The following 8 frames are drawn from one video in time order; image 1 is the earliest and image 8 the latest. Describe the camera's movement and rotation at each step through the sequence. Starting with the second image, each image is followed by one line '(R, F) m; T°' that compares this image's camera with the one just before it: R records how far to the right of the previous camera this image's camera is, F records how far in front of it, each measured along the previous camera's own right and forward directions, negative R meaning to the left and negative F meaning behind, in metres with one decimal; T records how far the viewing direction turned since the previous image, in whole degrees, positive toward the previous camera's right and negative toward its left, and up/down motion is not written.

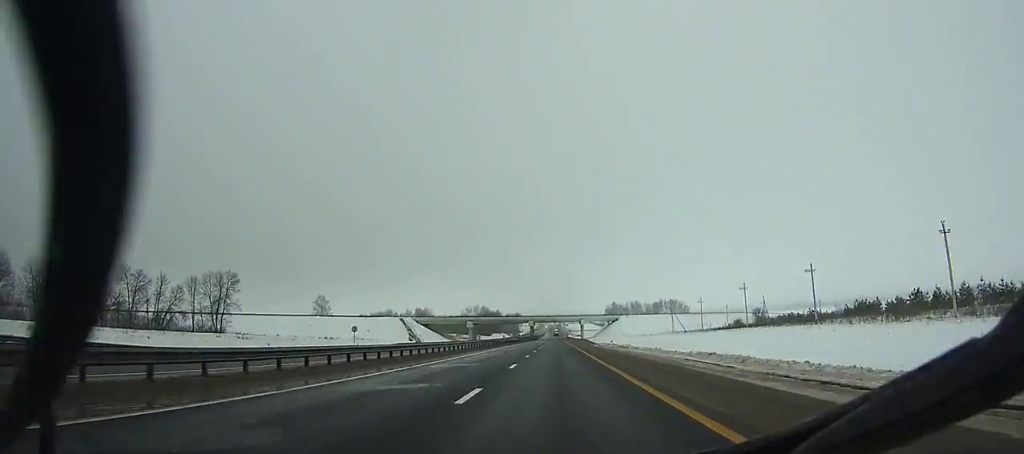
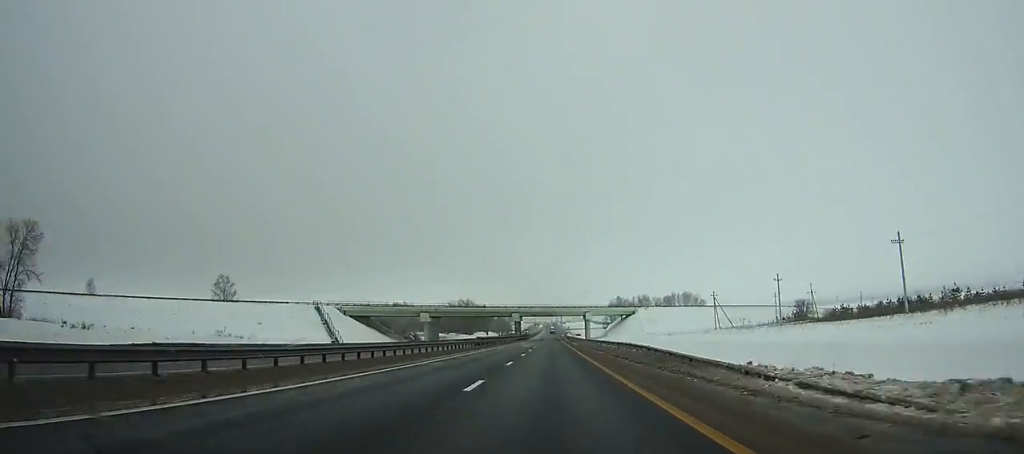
(+0.2, +57.3) m; 0°
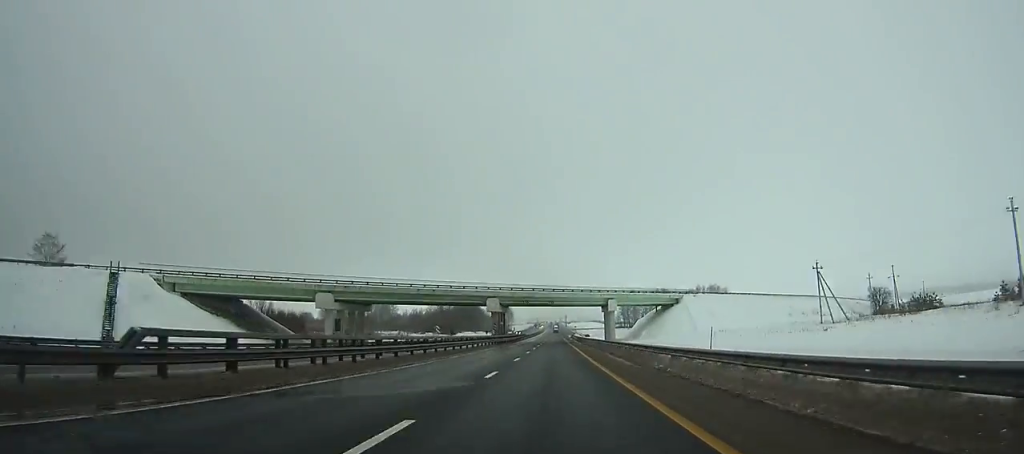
(0.0, +55.6) m; 0°
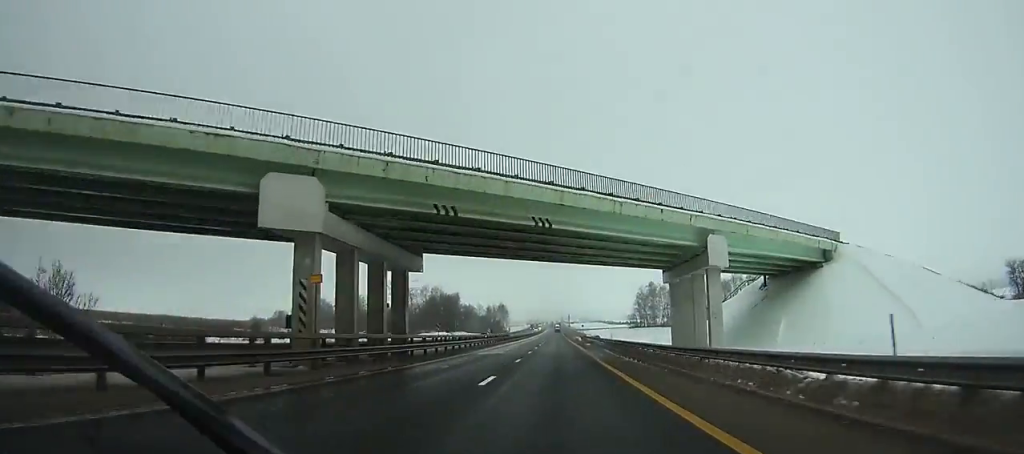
(0.0, +62.1) m; 0°
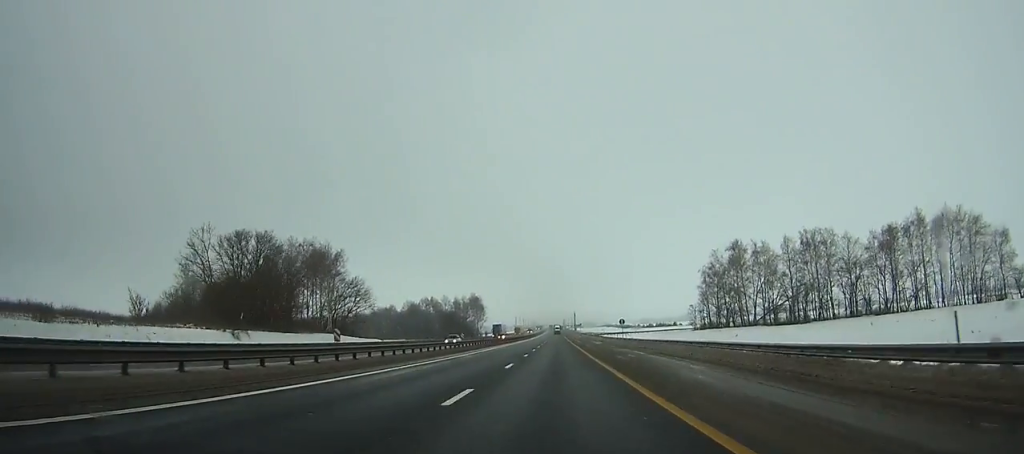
(0.0, +132.2) m; 0°
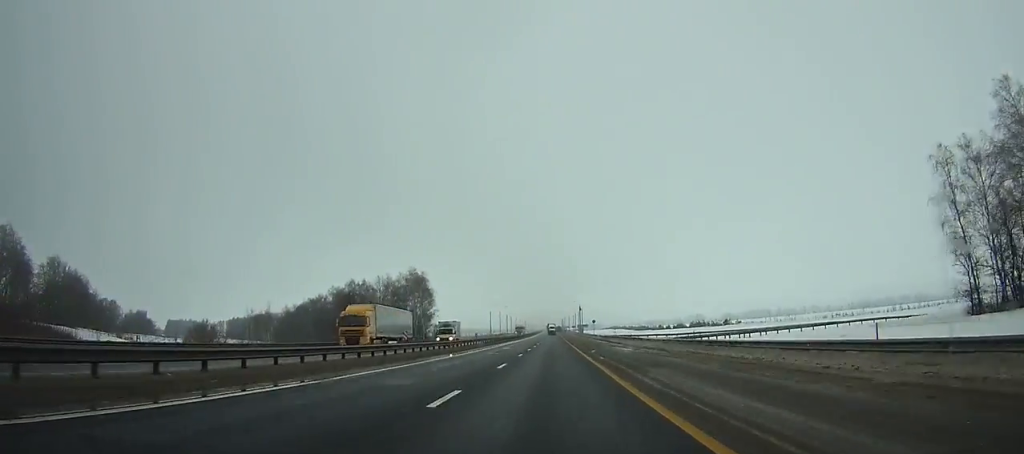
(+0.1, +107.4) m; 0°
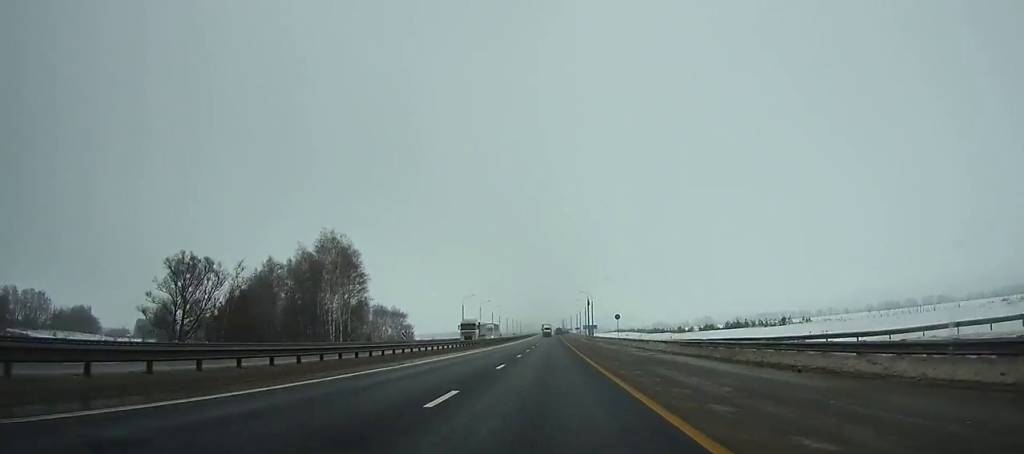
(0.0, +57.8) m; 0°
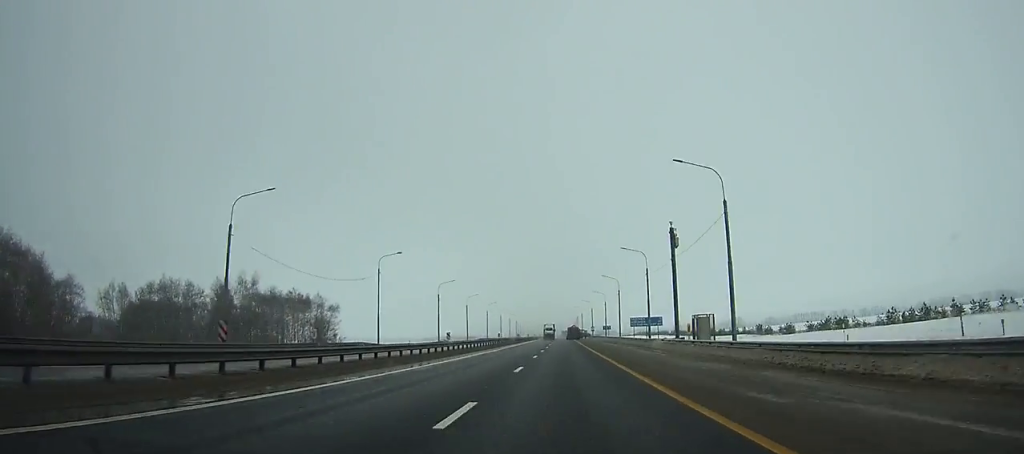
(-0.2, +109.0) m; 0°
